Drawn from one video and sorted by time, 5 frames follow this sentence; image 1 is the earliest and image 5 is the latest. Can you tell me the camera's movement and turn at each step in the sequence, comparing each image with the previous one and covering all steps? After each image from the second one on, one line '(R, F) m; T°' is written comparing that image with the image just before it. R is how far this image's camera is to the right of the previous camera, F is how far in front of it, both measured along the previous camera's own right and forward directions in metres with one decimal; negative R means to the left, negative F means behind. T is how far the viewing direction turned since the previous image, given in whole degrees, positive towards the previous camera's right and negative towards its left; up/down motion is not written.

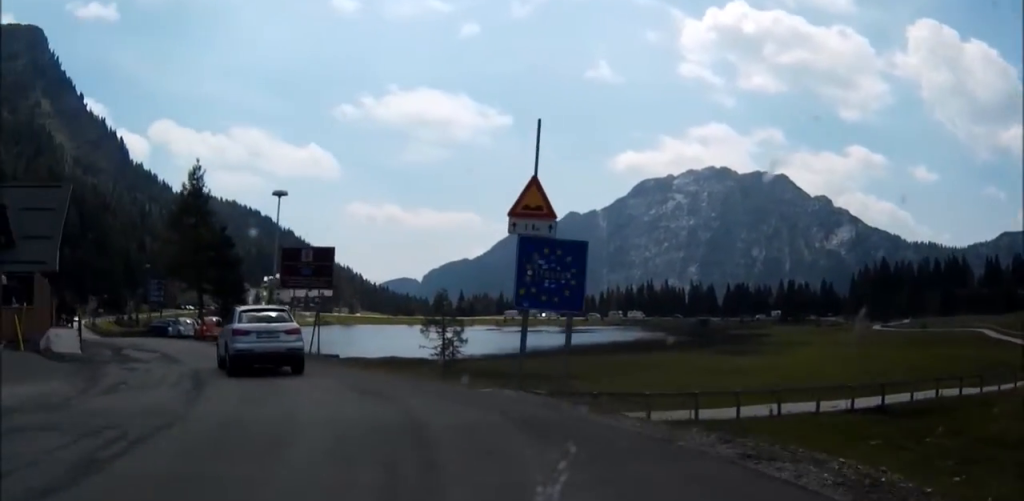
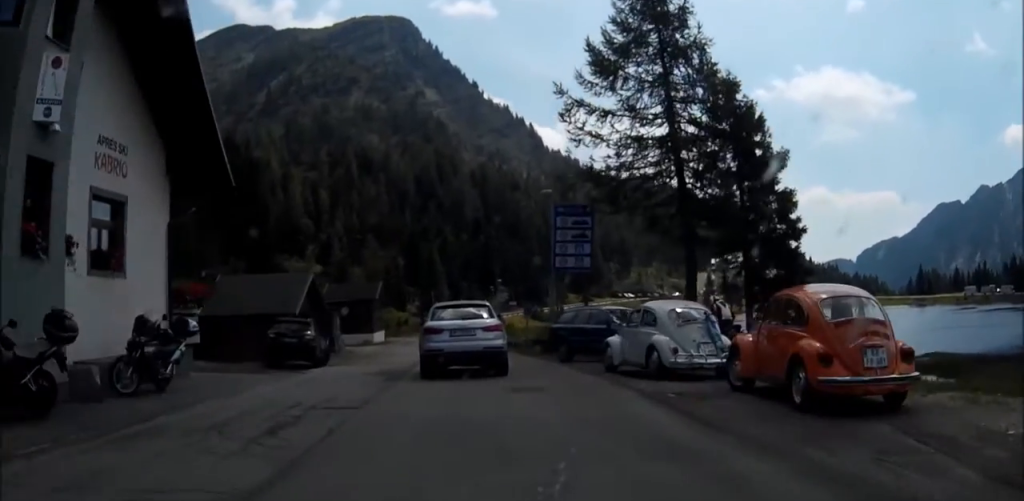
(-12.1, +34.6) m; -26°
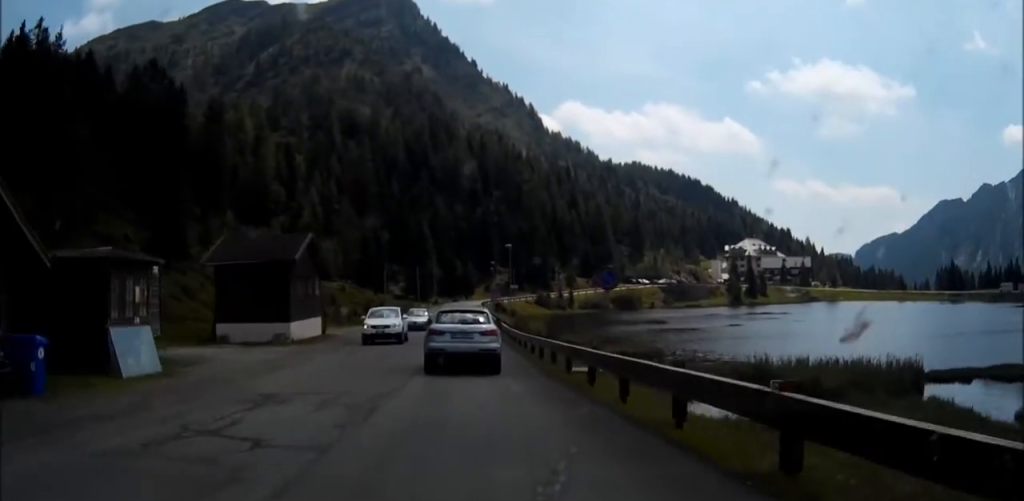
(-0.1, +25.6) m; 0°
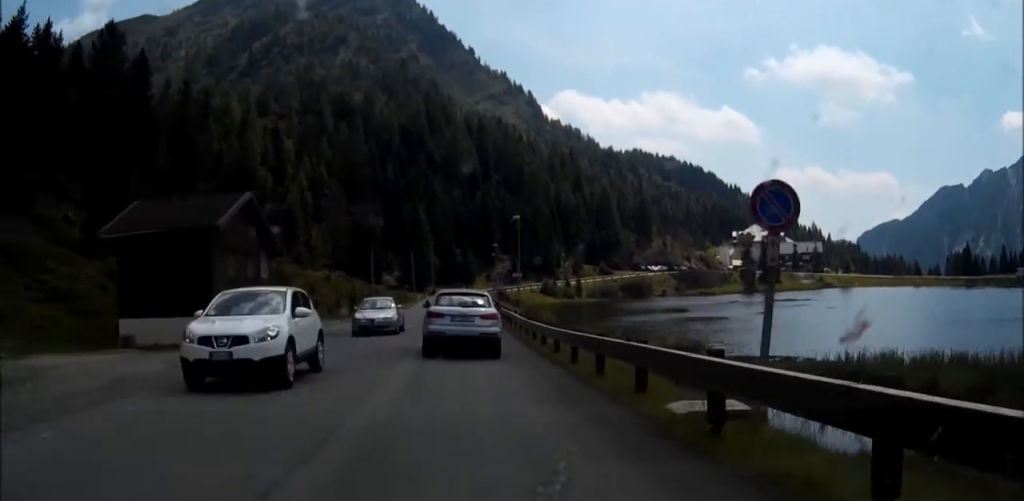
(0.0, +17.4) m; -1°
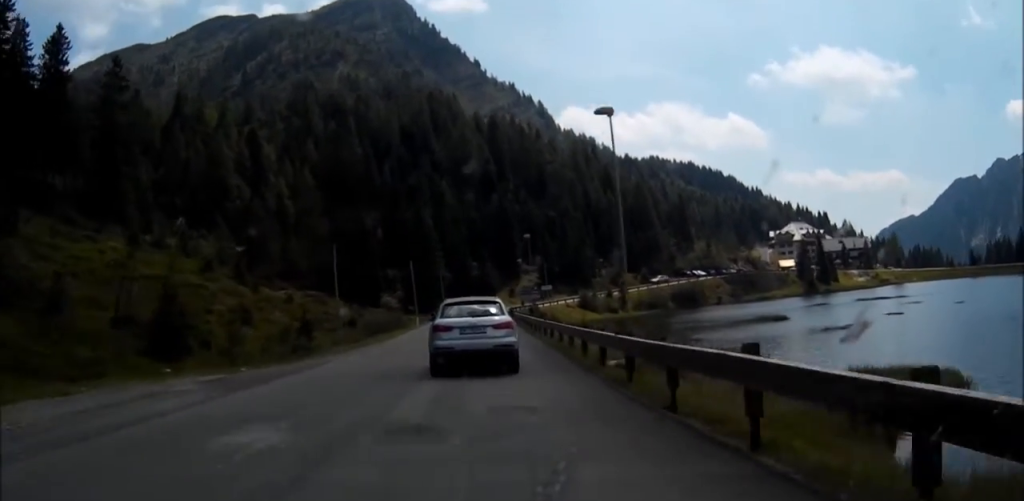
(-0.2, +23.9) m; 0°
